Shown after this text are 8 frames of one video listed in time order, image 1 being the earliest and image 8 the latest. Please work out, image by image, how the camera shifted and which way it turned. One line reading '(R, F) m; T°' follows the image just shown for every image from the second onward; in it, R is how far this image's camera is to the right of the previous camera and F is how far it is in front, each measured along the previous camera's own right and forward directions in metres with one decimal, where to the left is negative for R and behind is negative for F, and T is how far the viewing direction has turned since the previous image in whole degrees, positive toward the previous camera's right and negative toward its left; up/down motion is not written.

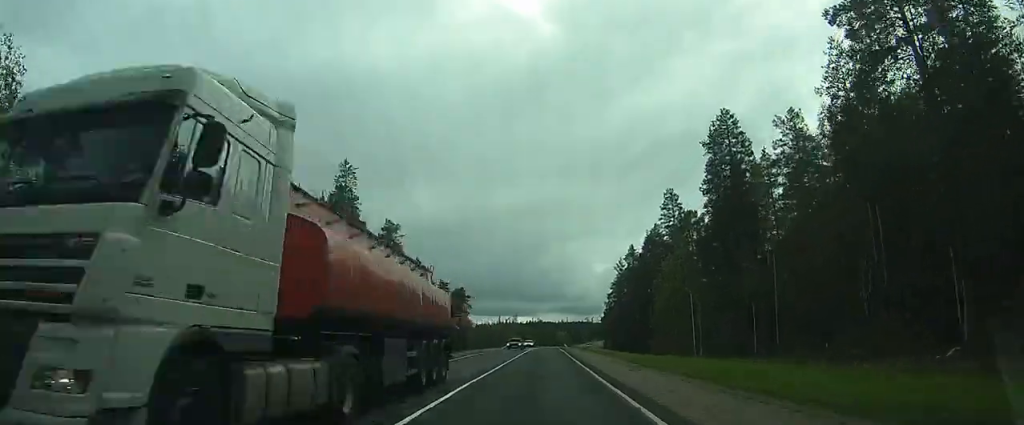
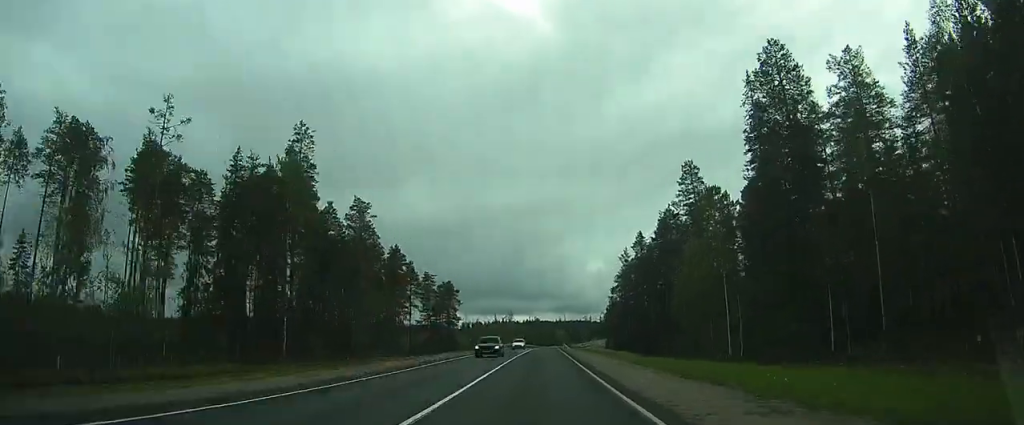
(+0.3, +12.9) m; +1°
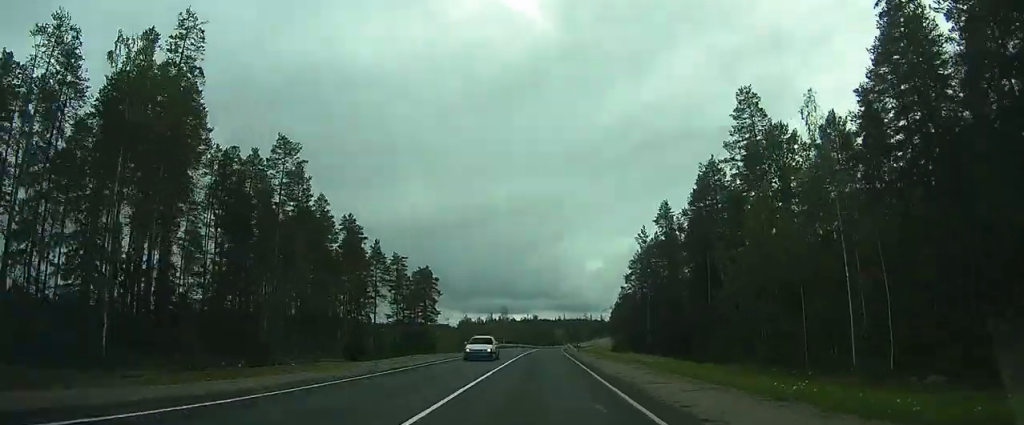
(+0.5, +21.3) m; +2°
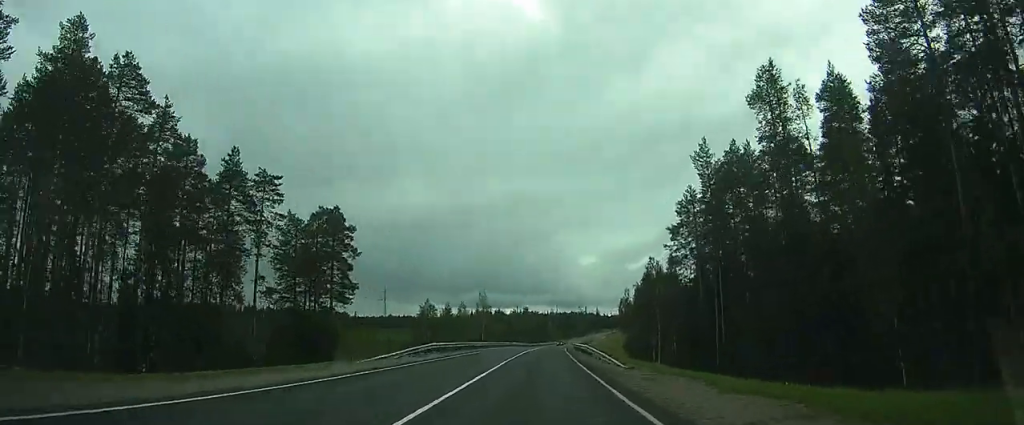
(+0.4, +39.7) m; +1°
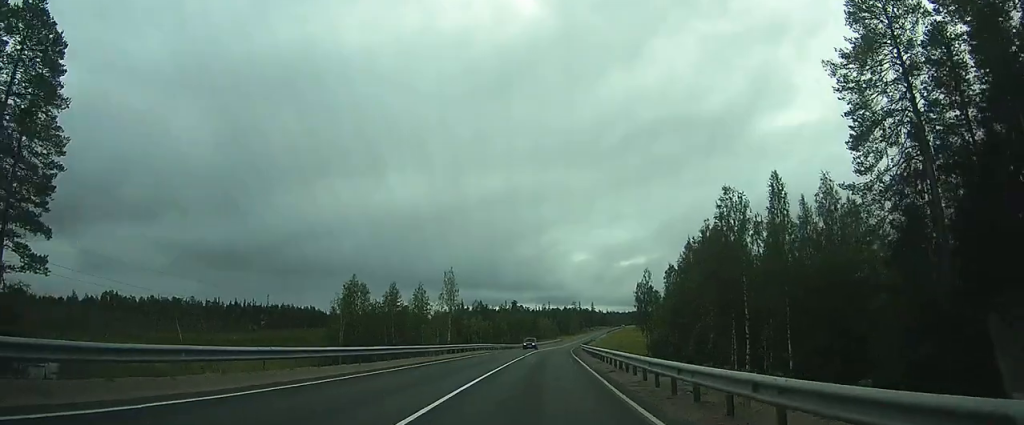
(0.0, +37.4) m; 0°
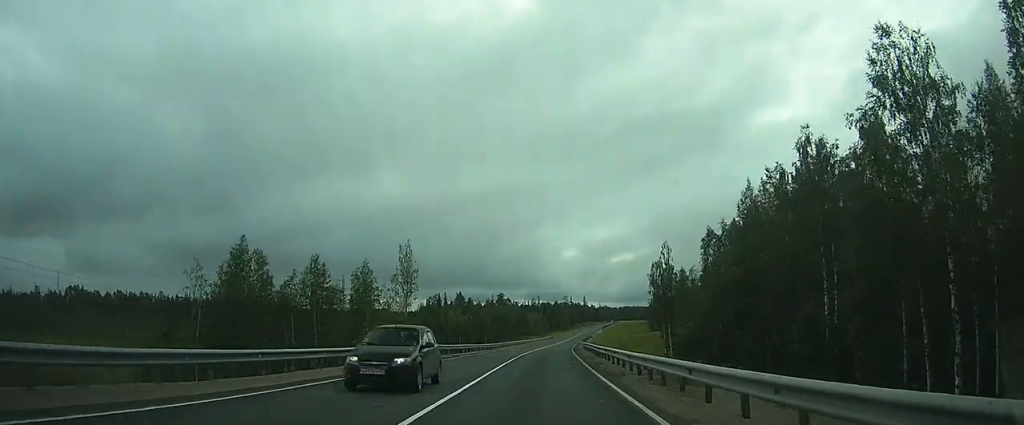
(0.0, +24.4) m; 0°
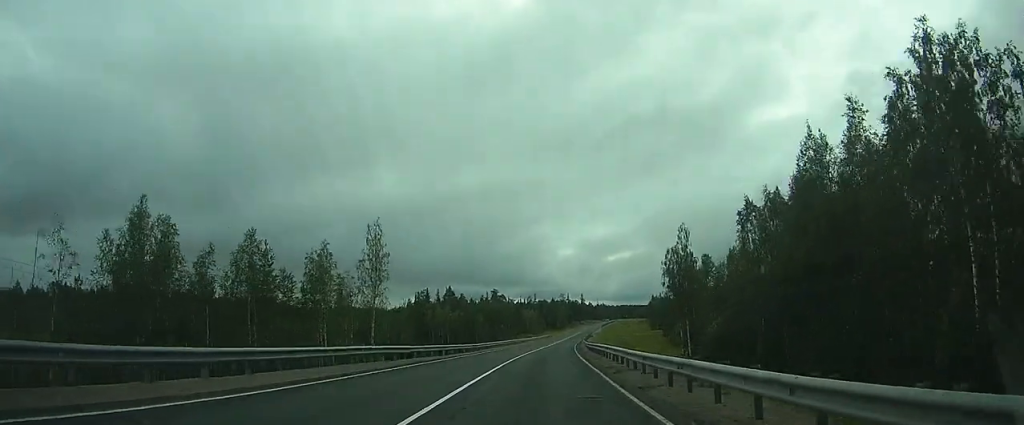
(0.0, +12.2) m; 0°
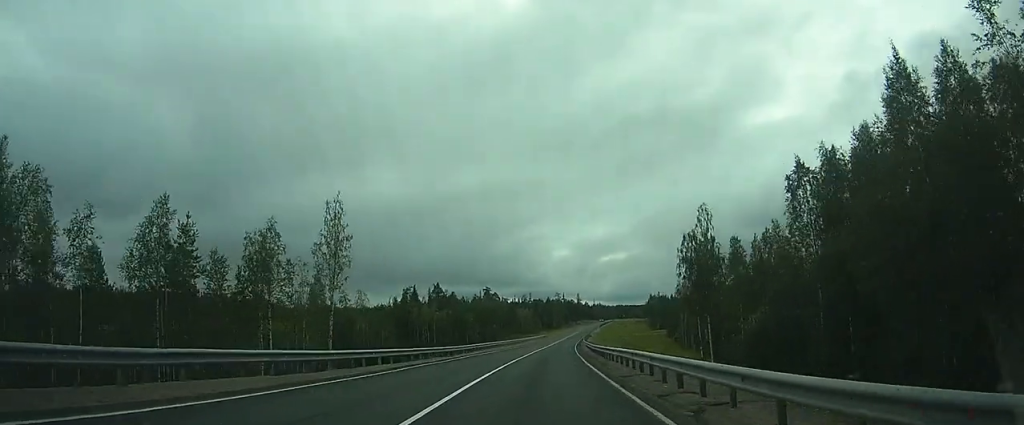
(0.0, +10.7) m; 0°
